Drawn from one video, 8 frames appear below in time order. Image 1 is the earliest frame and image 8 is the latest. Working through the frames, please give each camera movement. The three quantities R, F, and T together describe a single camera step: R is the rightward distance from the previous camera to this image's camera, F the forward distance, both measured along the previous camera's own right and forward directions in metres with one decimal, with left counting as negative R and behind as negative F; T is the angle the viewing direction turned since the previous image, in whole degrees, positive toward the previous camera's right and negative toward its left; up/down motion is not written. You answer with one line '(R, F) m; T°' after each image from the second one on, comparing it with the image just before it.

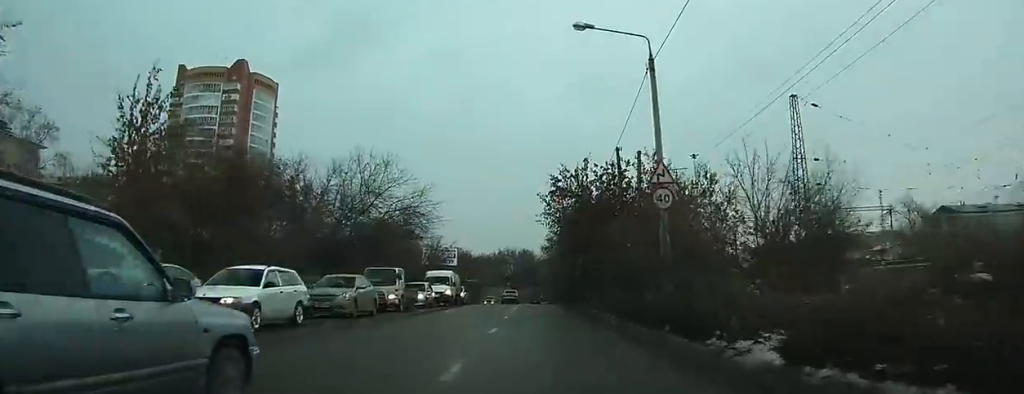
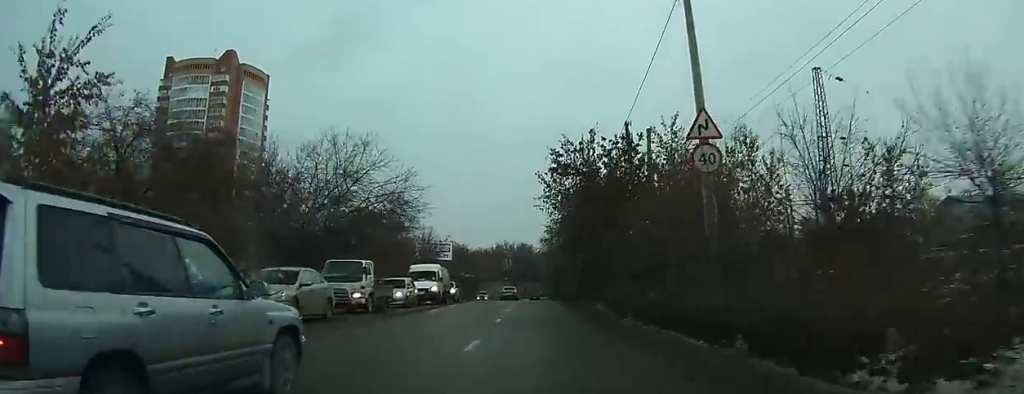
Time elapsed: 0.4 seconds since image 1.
(0.0, +4.9) m; 0°
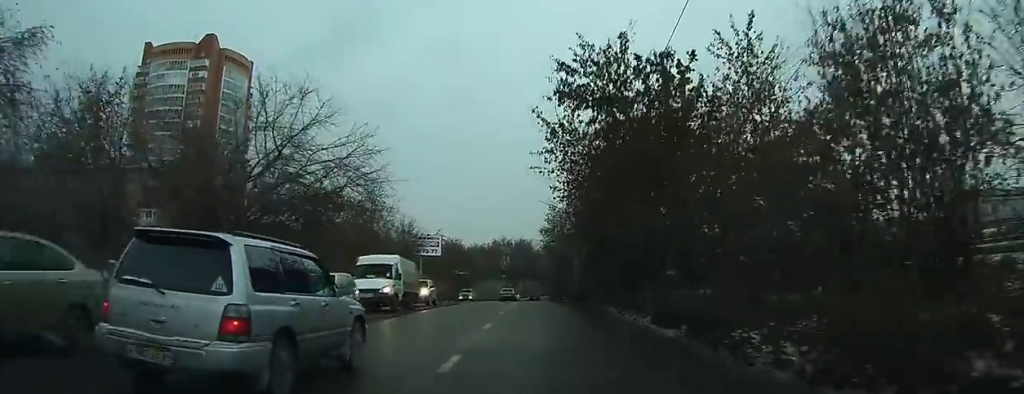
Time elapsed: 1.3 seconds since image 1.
(+0.1, +10.3) m; 0°
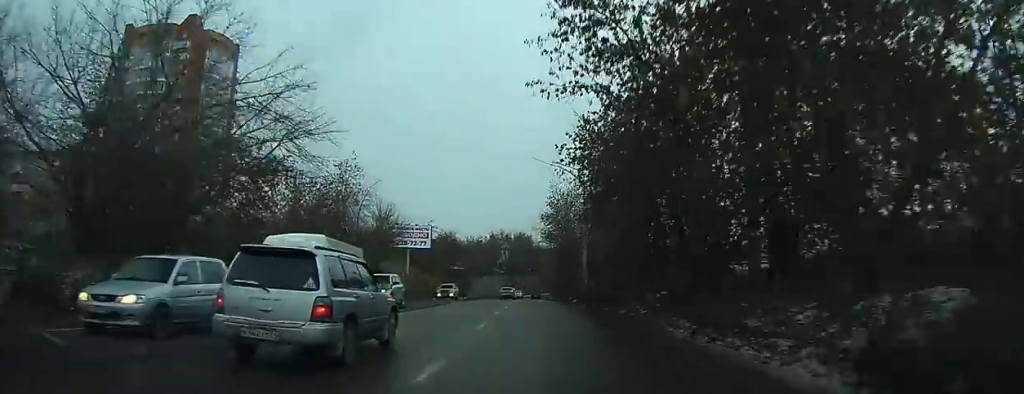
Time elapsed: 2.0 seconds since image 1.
(0.0, +9.1) m; 0°
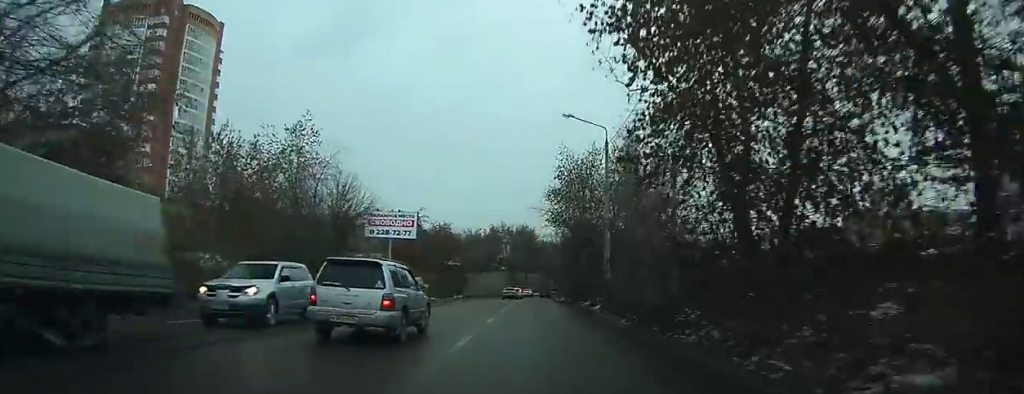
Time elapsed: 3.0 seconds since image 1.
(-0.1, +11.9) m; 0°
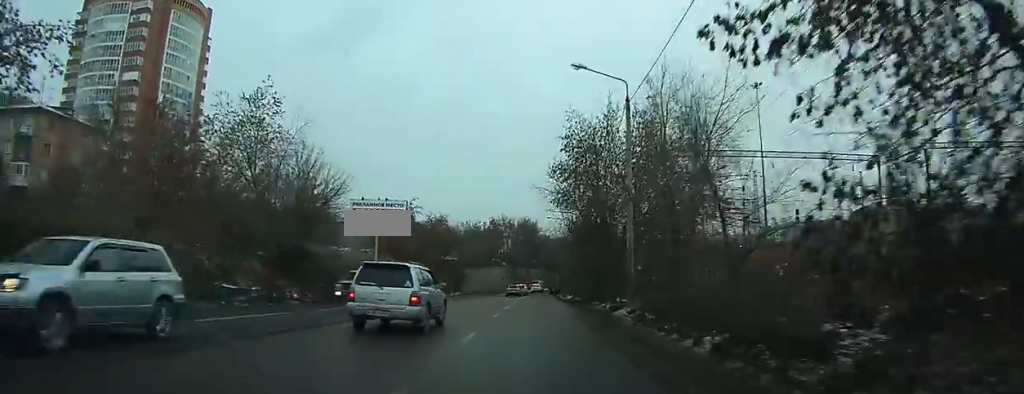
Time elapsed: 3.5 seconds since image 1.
(0.0, +6.9) m; 0°
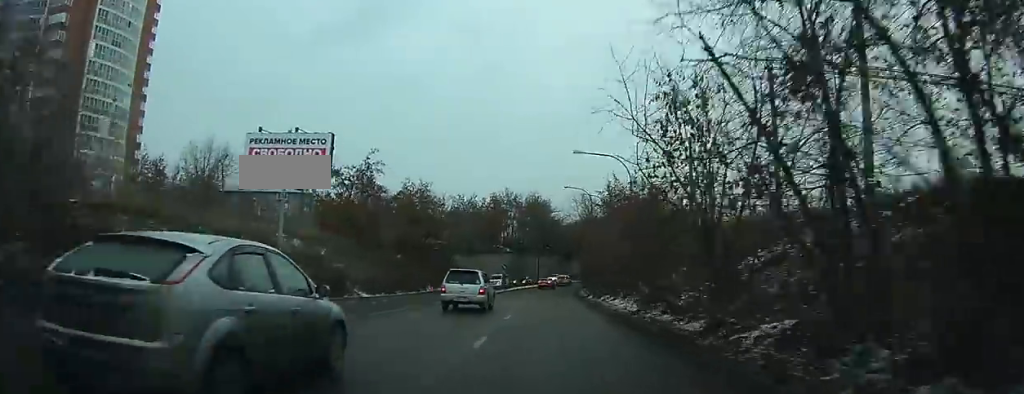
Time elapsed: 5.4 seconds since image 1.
(+0.3, +25.7) m; +1°
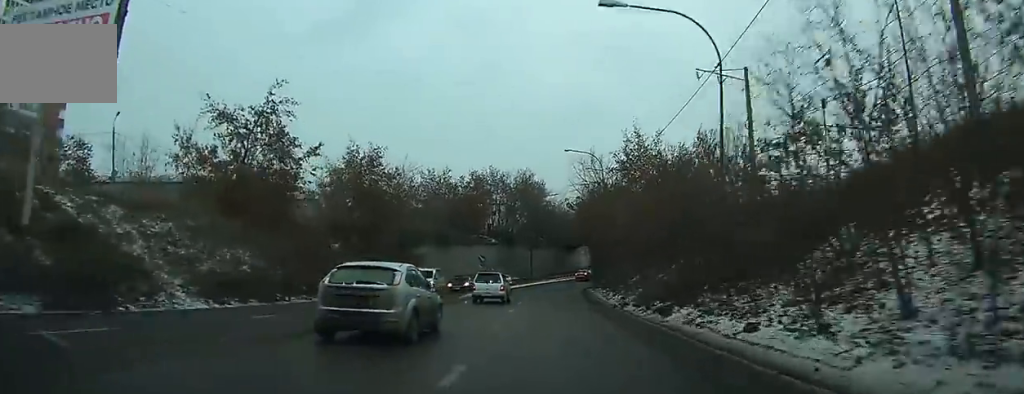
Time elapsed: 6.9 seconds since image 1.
(-0.2, +20.1) m; -1°
